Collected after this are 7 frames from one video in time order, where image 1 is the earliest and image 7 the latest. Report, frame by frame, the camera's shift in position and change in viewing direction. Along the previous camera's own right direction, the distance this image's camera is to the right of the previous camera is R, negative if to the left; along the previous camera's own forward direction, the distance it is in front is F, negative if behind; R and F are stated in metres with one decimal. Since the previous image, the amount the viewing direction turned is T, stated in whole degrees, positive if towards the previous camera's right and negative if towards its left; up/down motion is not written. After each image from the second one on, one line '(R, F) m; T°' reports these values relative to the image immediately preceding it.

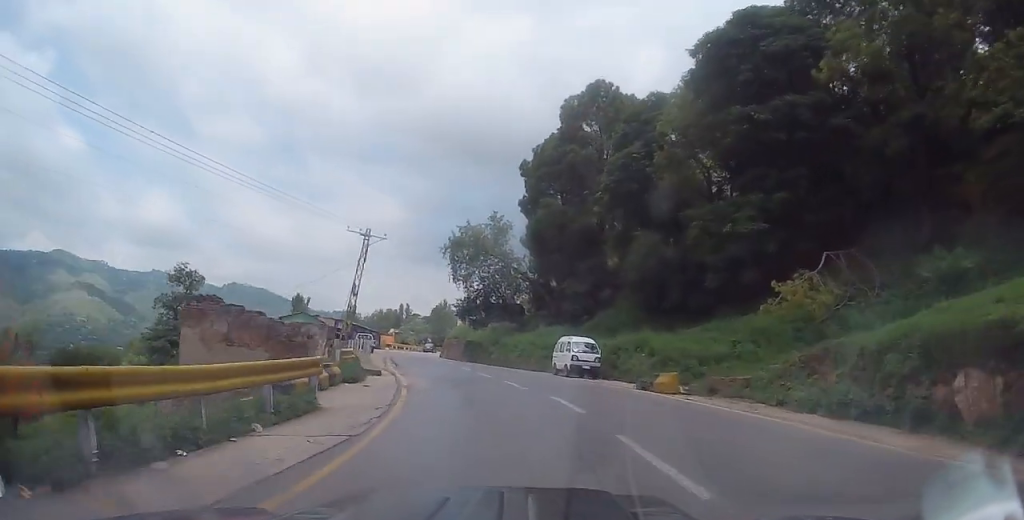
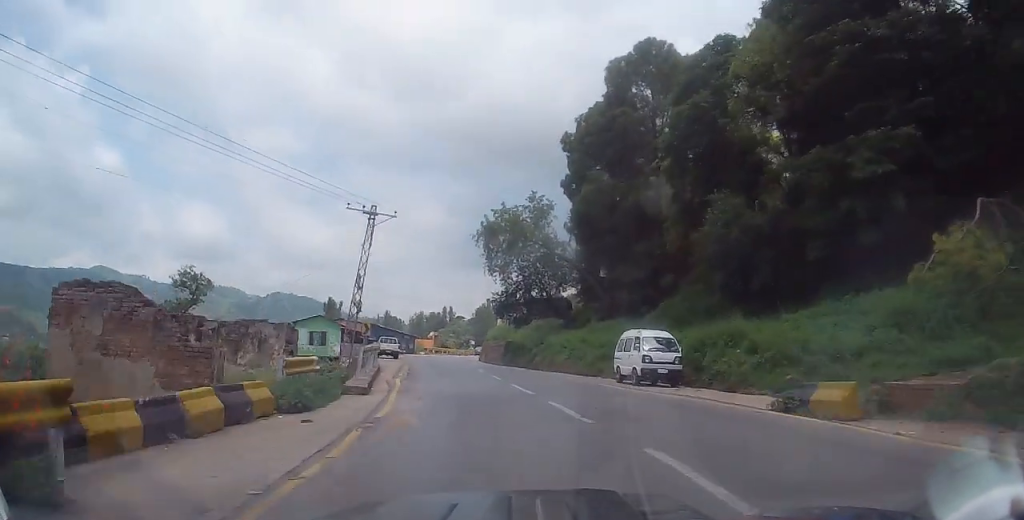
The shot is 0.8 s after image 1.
(-0.3, +7.7) m; -3°
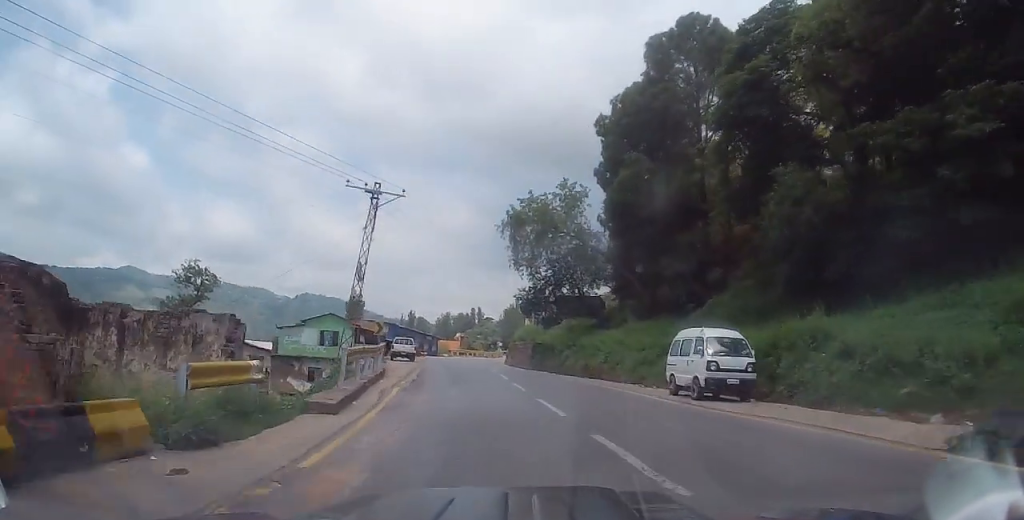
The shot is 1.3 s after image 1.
(0.0, +4.5) m; -2°
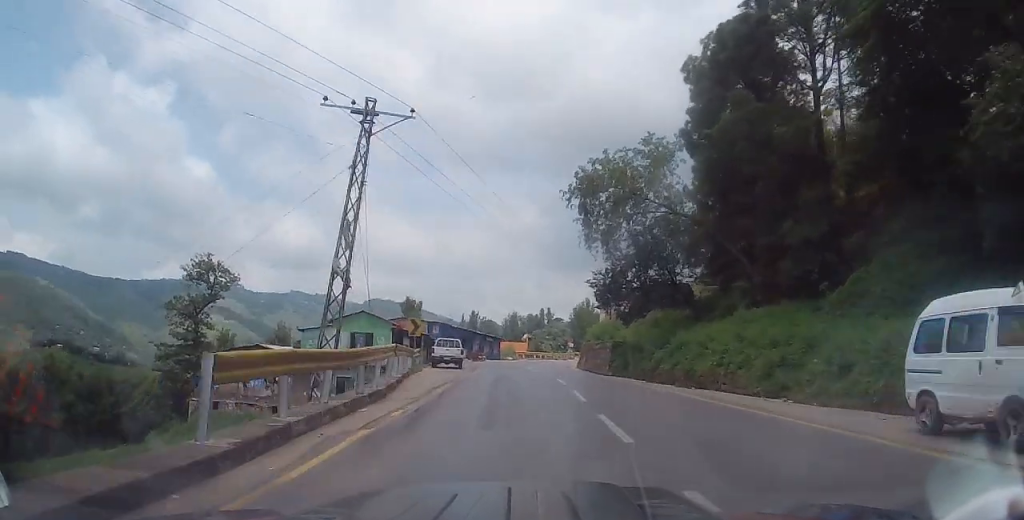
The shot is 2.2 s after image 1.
(-0.2, +9.4) m; -4°
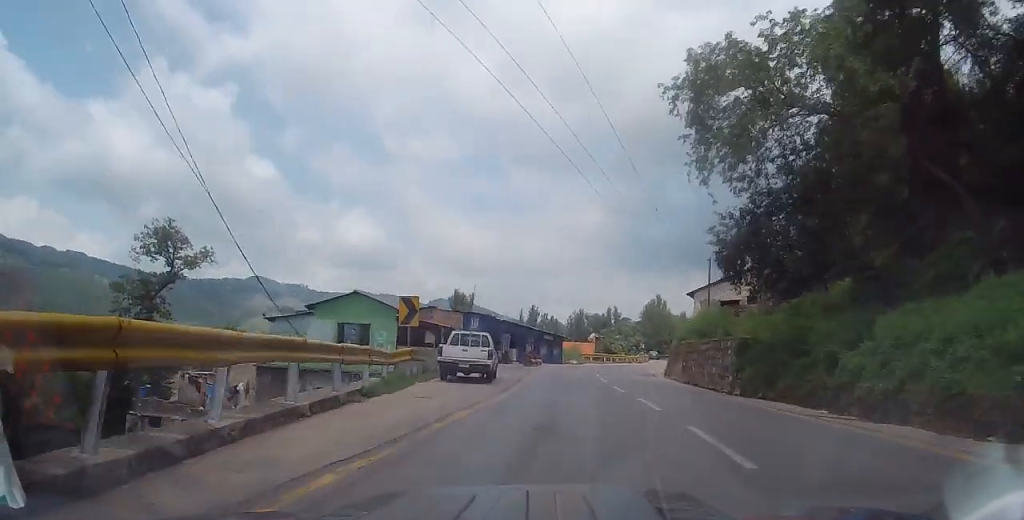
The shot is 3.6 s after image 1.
(-1.1, +13.8) m; -6°
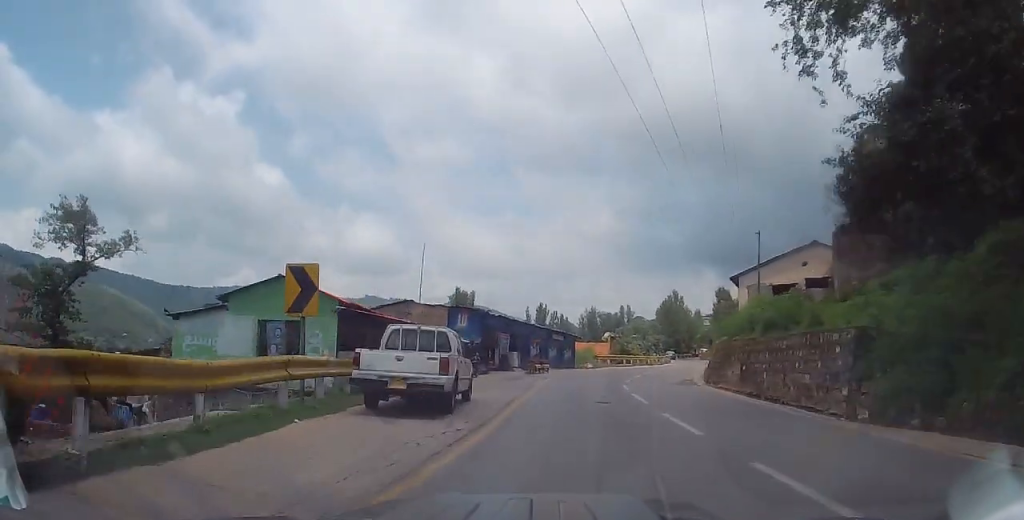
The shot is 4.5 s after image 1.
(-0.2, +8.7) m; +1°
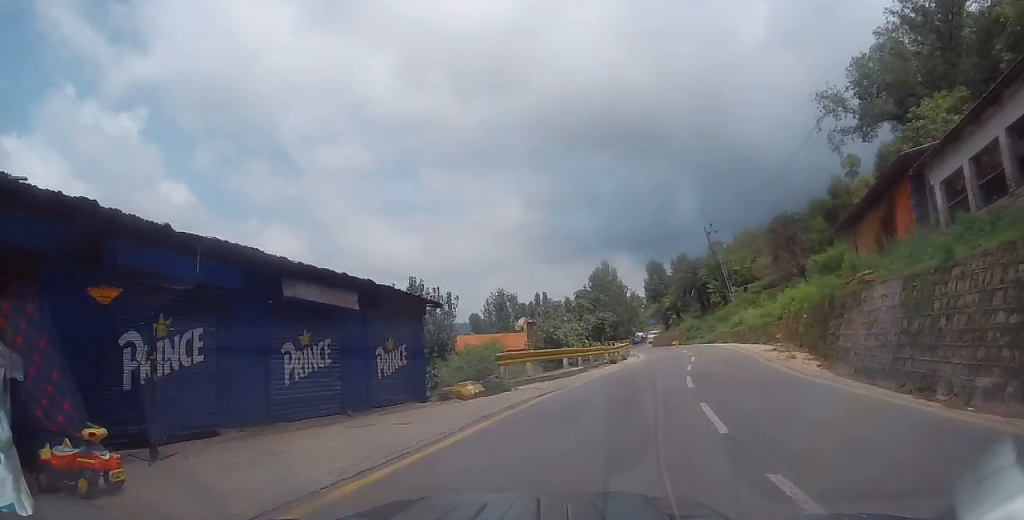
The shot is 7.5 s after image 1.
(+1.0, +31.3) m; +7°
